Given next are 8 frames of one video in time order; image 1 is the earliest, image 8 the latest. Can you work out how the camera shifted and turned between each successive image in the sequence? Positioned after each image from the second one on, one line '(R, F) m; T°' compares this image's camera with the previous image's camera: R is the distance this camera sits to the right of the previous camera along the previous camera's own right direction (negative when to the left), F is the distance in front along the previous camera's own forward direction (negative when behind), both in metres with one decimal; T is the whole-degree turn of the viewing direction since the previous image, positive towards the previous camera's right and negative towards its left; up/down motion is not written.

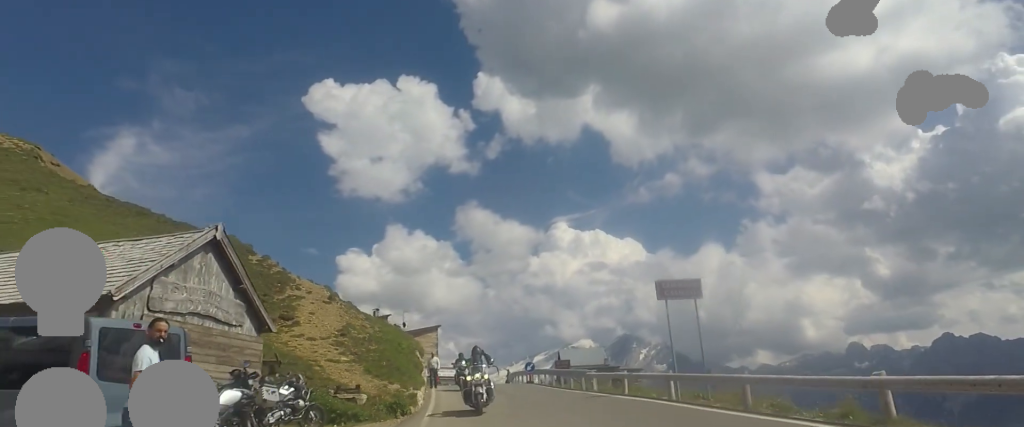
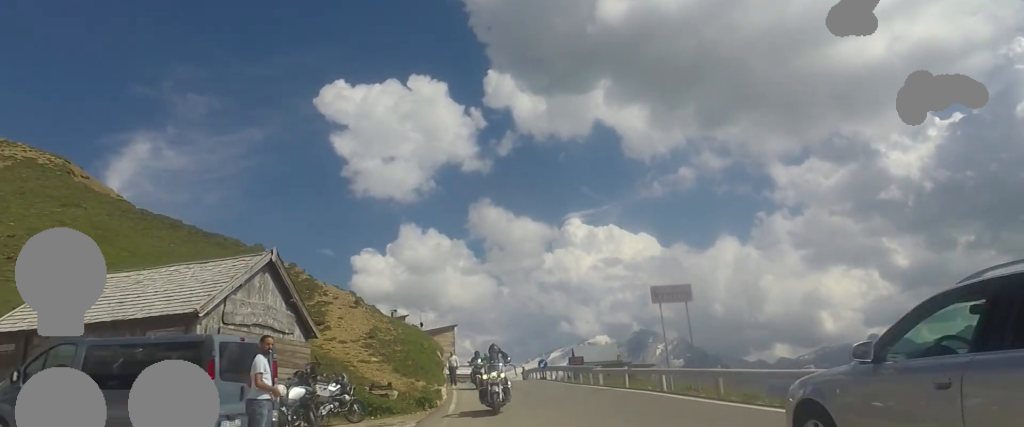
(-0.1, +2.8) m; -4°
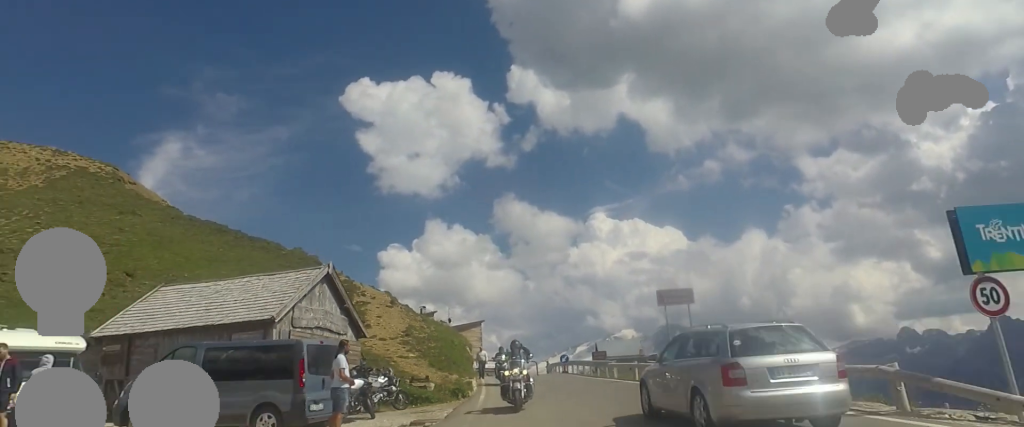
(-0.1, +3.1) m; -3°
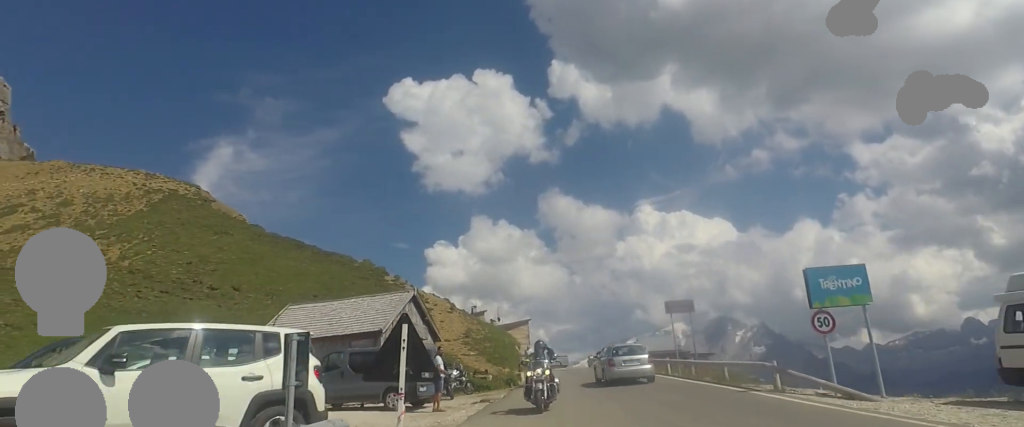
(-0.5, +7.3) m; +6°
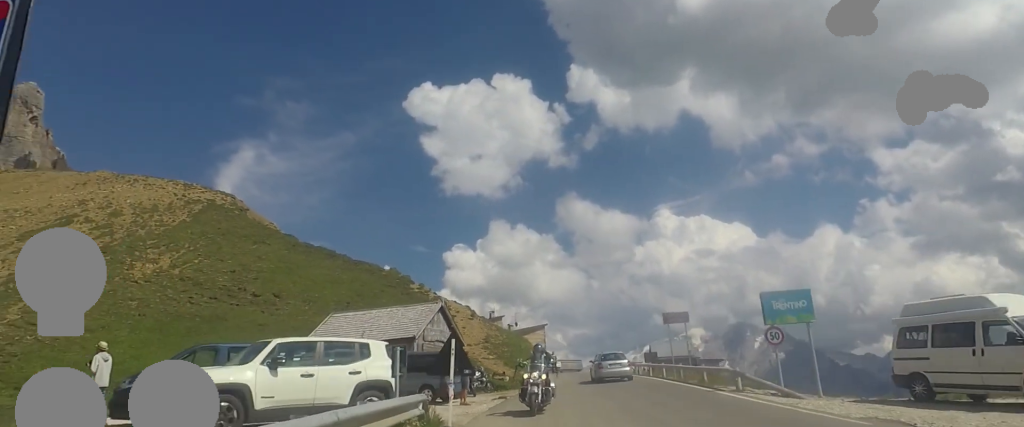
(+0.4, +3.9) m; +2°
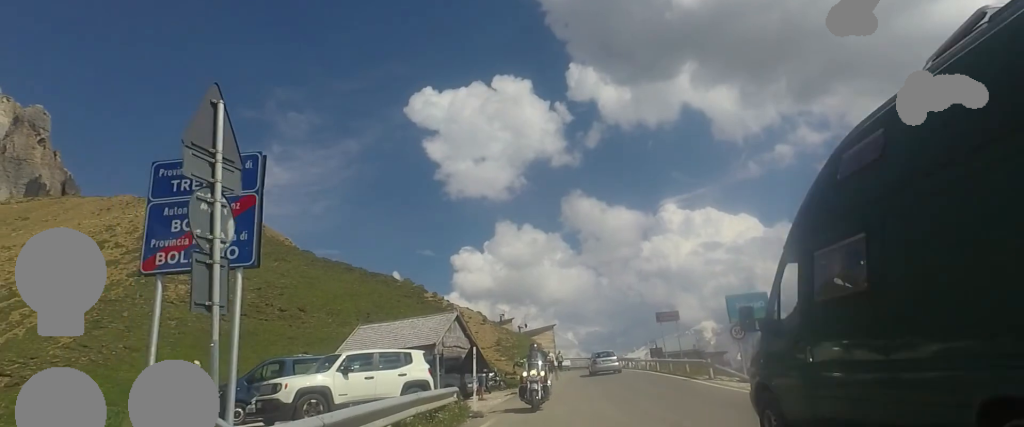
(+0.9, +3.8) m; 0°
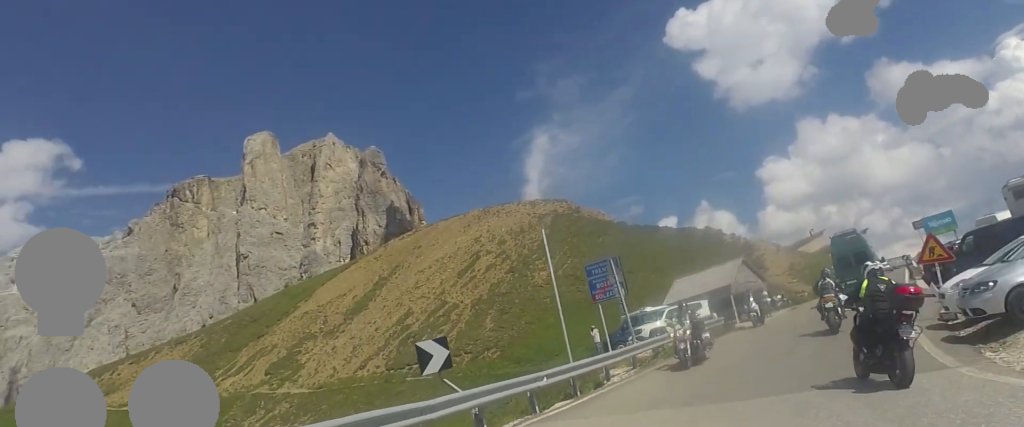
(-6.6, +13.1) m; -43°
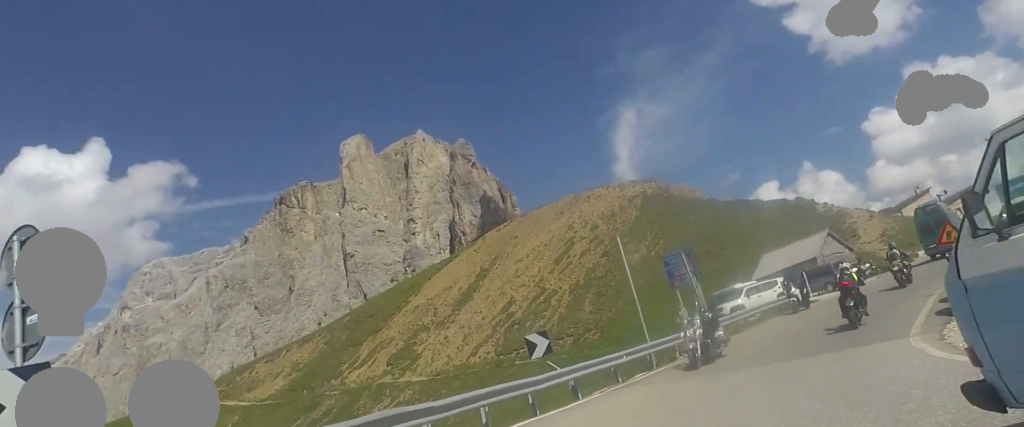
(+0.1, +4.5) m; -10°
